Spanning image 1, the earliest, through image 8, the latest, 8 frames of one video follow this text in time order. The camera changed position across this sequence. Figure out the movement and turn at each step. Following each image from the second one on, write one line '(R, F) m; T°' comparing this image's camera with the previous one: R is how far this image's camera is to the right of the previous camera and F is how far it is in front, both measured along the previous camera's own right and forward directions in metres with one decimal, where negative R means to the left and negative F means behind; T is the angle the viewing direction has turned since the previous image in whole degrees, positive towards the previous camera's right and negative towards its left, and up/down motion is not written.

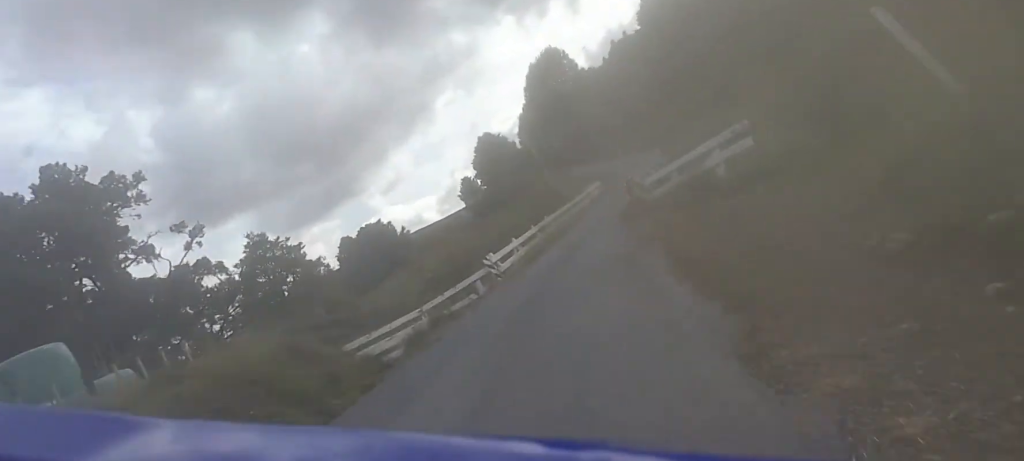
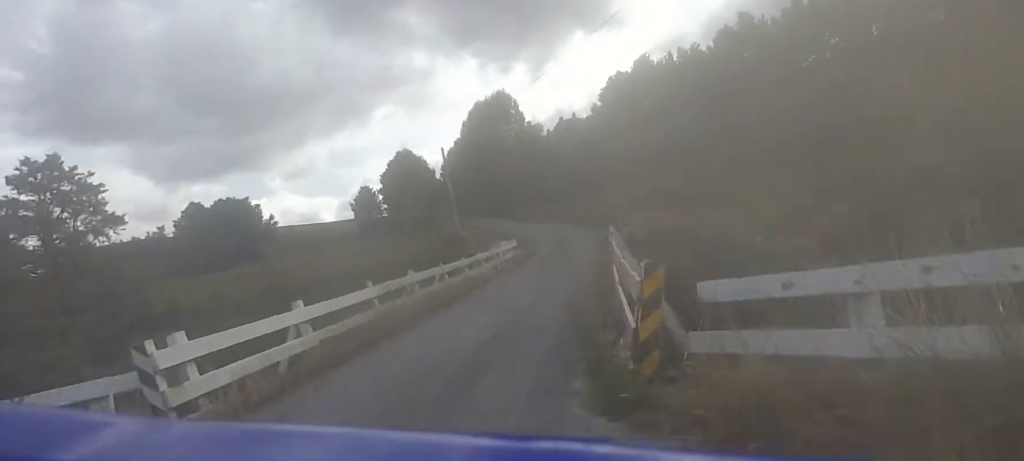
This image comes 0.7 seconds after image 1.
(-0.2, +7.7) m; +6°
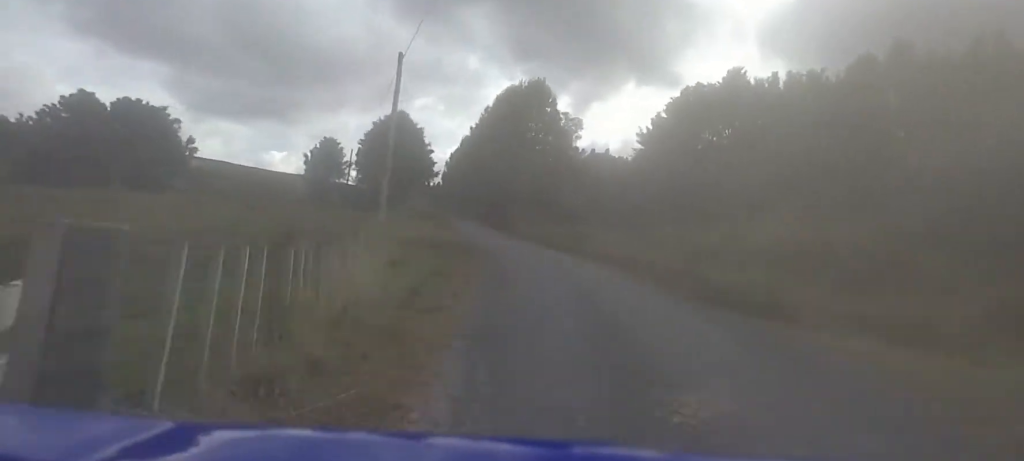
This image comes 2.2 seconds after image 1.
(+2.1, +17.2) m; +10°
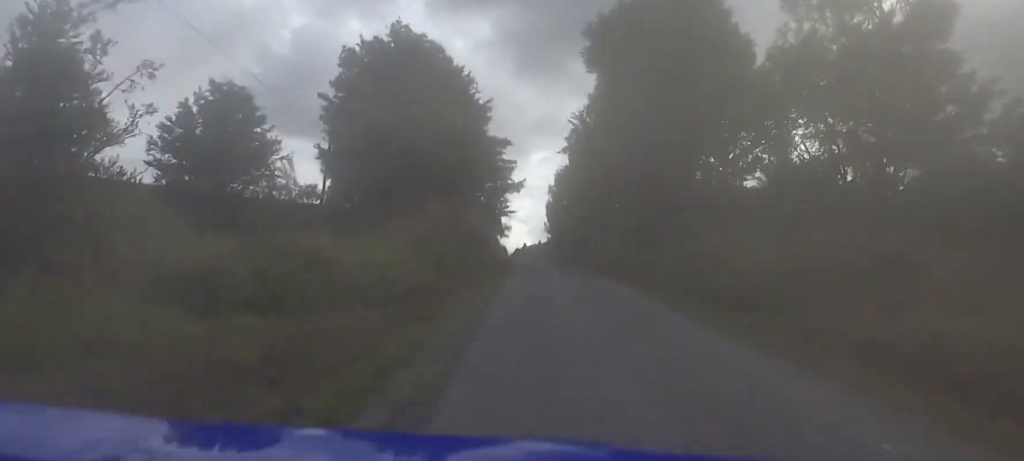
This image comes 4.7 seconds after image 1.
(+1.6, +34.8) m; +4°
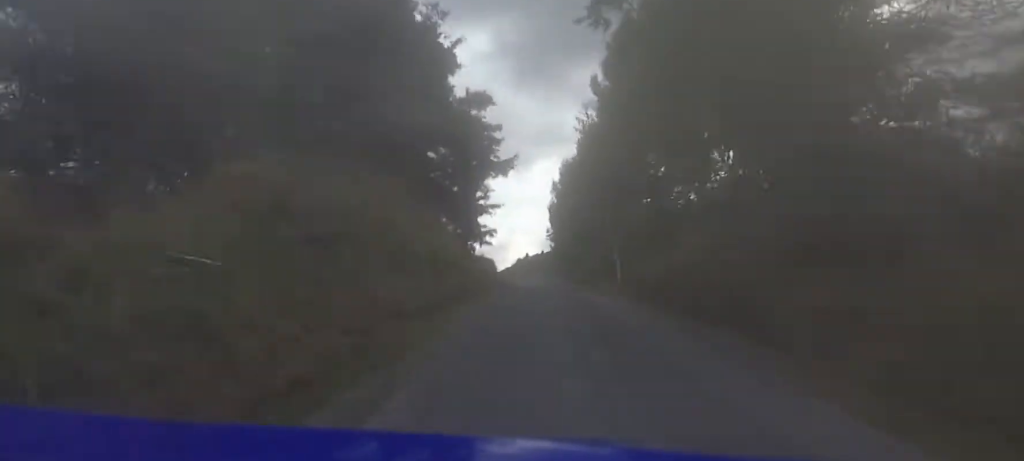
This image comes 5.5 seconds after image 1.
(+0.8, +13.0) m; -3°
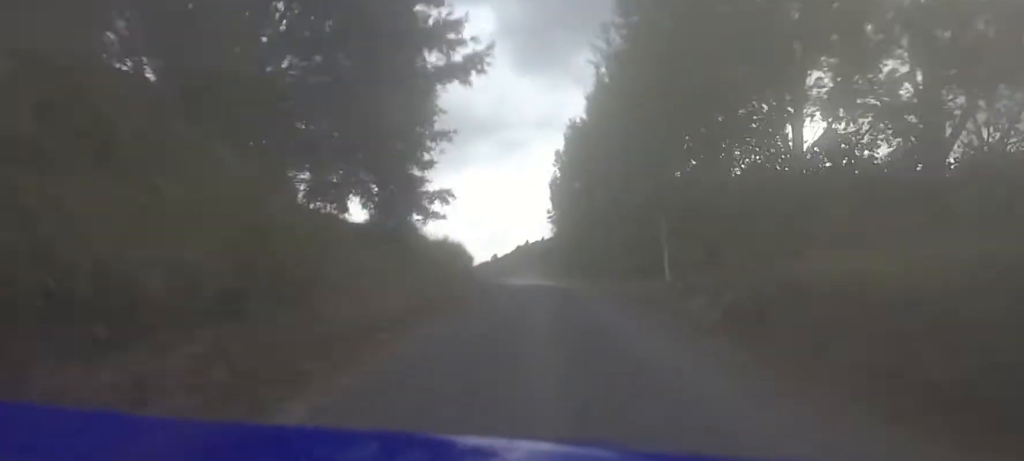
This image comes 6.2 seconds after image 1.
(-0.7, +12.1) m; 0°
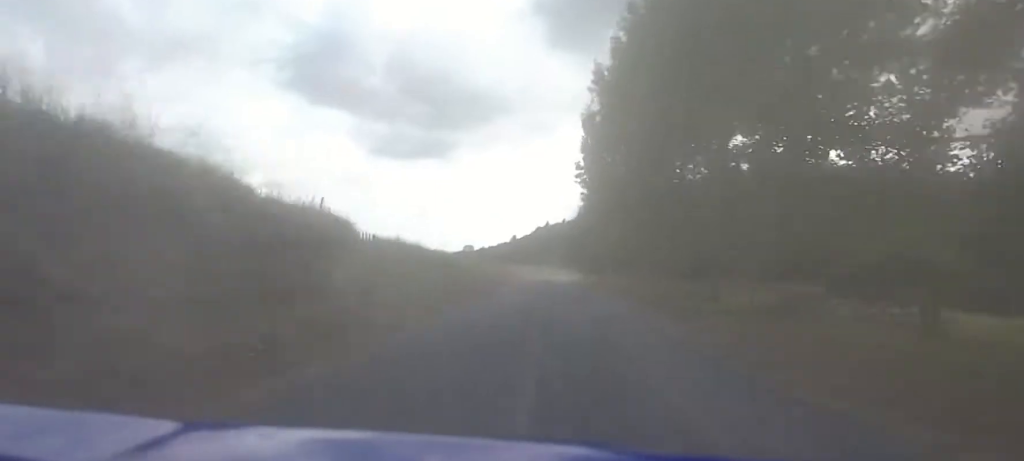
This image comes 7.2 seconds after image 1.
(+0.2, +19.5) m; +3°
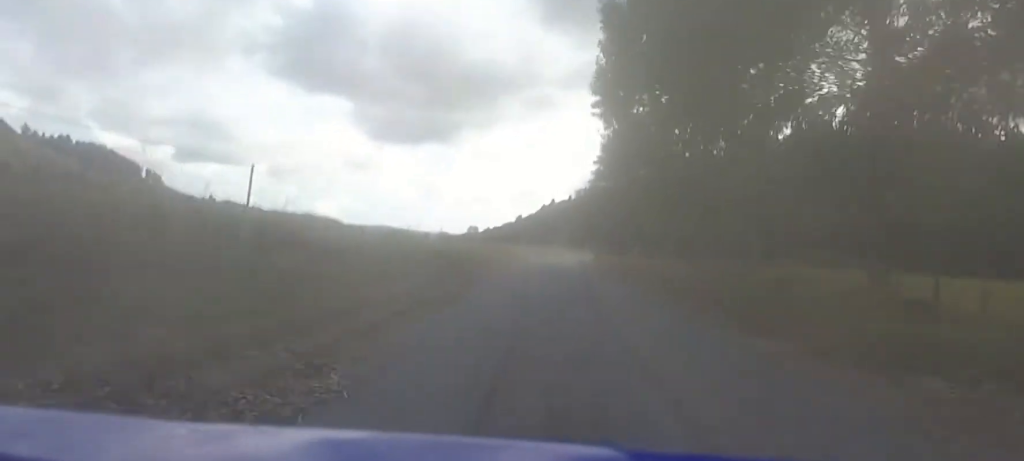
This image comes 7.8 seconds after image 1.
(+0.9, +13.0) m; +2°
